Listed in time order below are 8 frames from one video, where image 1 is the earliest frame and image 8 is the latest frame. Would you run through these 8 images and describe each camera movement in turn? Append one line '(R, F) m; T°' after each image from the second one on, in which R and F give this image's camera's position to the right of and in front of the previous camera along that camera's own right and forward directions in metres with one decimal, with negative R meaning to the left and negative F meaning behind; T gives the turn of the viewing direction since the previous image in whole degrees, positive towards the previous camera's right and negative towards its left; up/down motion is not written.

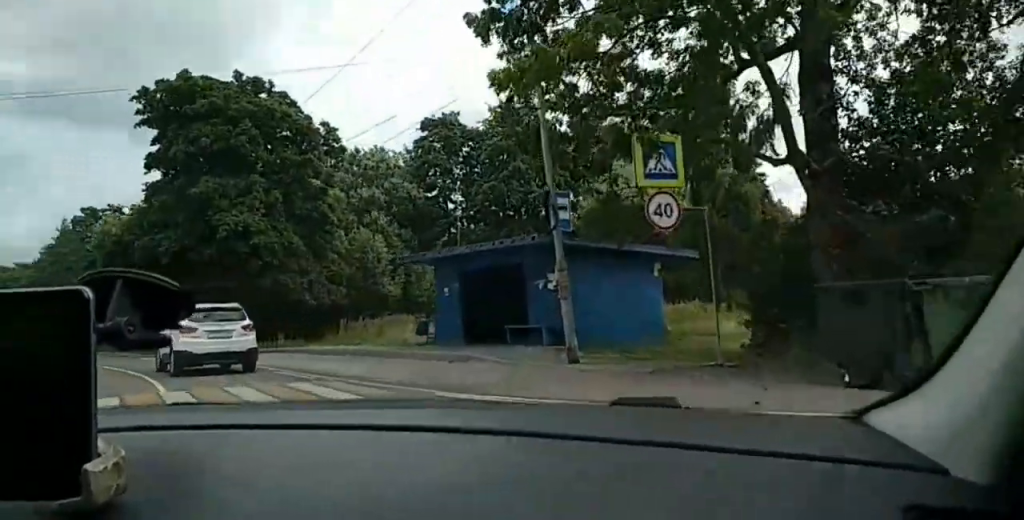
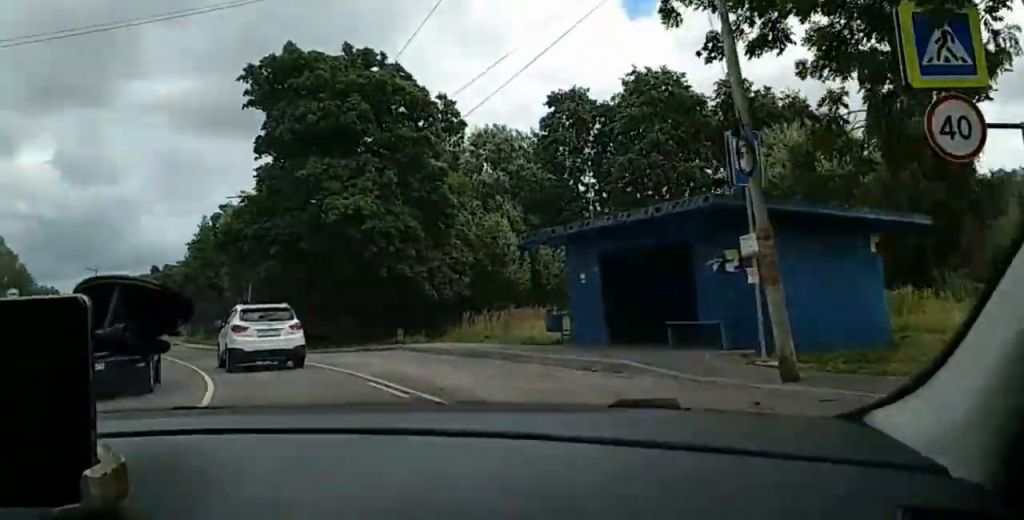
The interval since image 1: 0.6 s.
(+0.4, +5.1) m; -15°
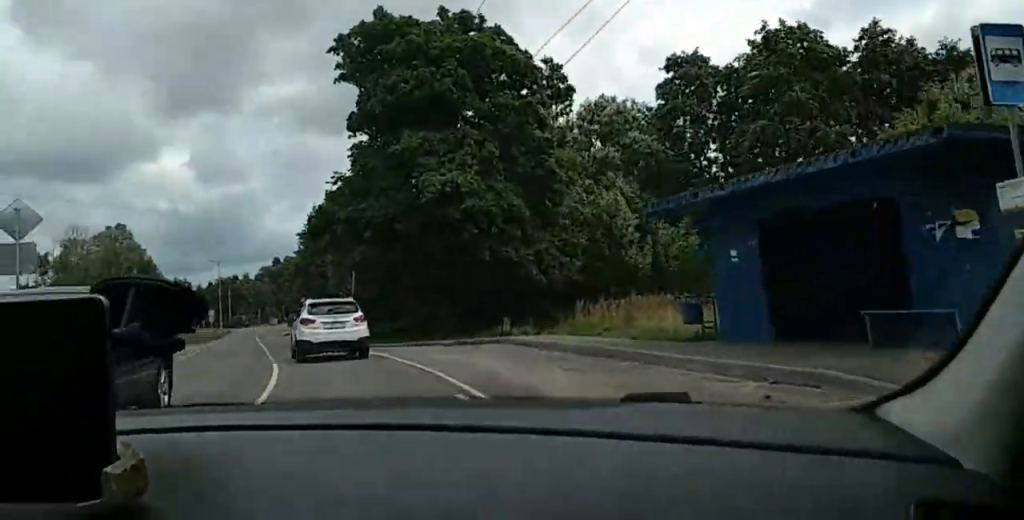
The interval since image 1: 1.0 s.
(-1.5, +3.8) m; -11°
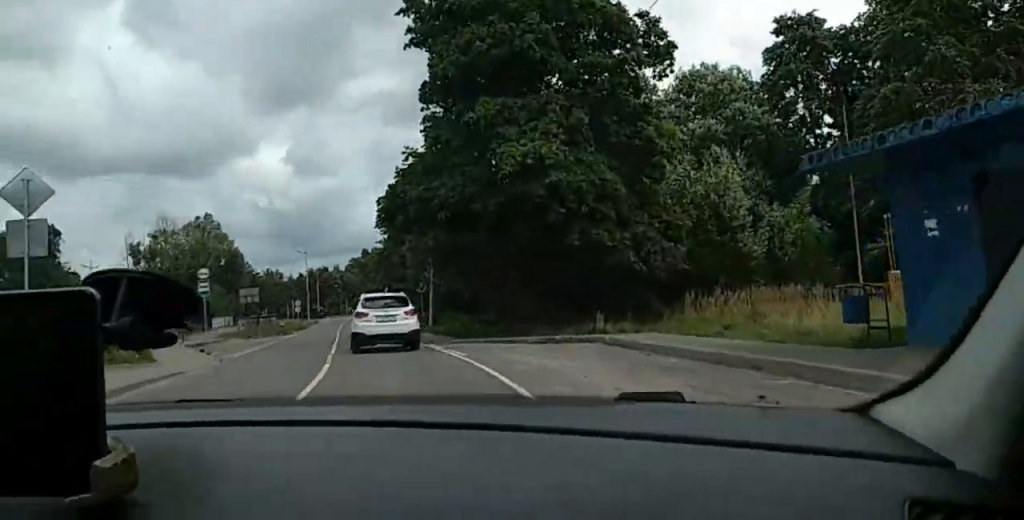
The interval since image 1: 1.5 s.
(-0.8, +4.0) m; -11°
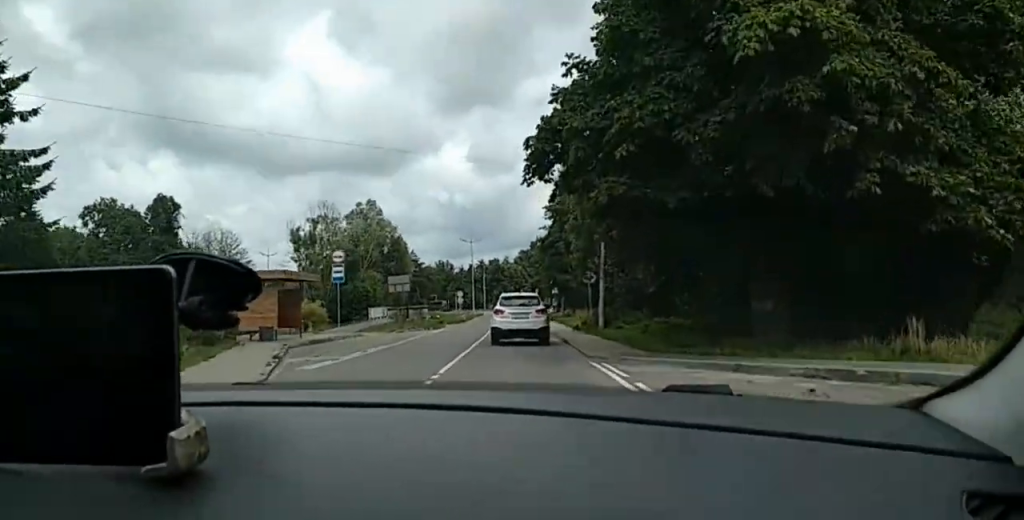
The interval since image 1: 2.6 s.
(-0.2, +10.3) m; -2°
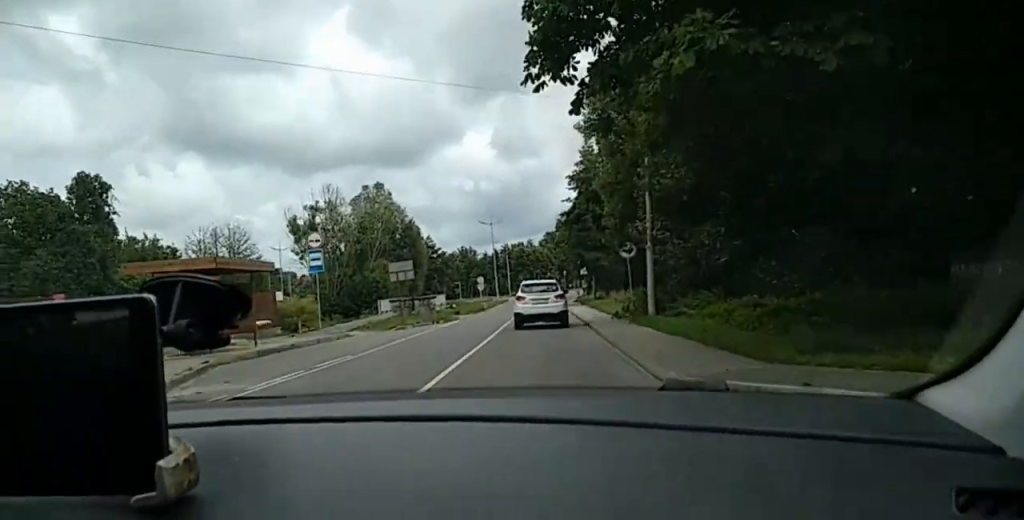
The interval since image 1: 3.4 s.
(+0.1, +7.6) m; -5°
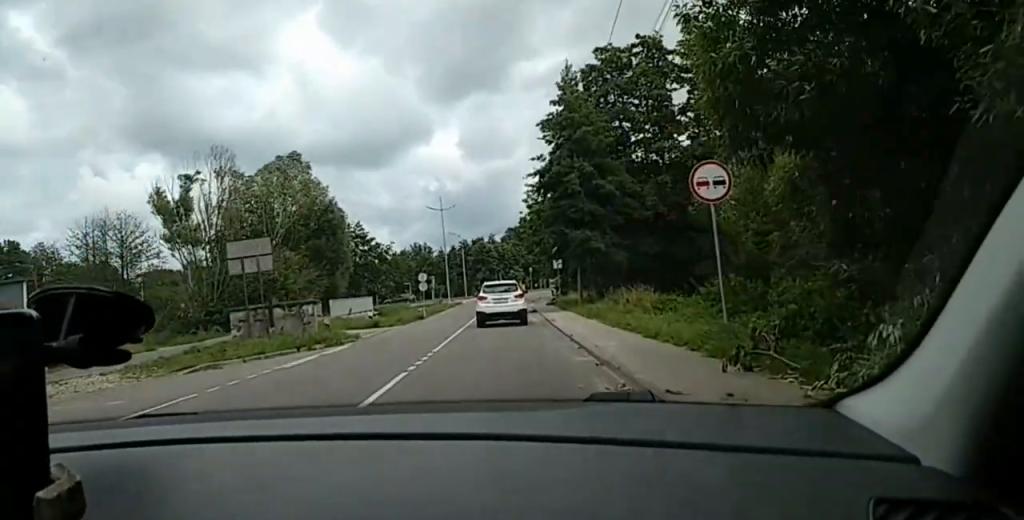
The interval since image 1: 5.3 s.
(-2.0, +17.8) m; -7°
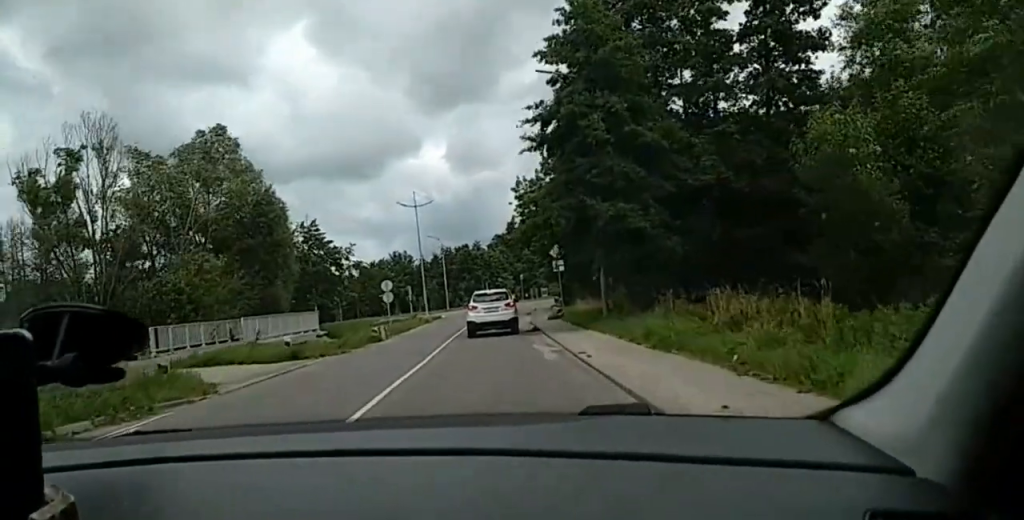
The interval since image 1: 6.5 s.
(0.0, +13.1) m; 0°
